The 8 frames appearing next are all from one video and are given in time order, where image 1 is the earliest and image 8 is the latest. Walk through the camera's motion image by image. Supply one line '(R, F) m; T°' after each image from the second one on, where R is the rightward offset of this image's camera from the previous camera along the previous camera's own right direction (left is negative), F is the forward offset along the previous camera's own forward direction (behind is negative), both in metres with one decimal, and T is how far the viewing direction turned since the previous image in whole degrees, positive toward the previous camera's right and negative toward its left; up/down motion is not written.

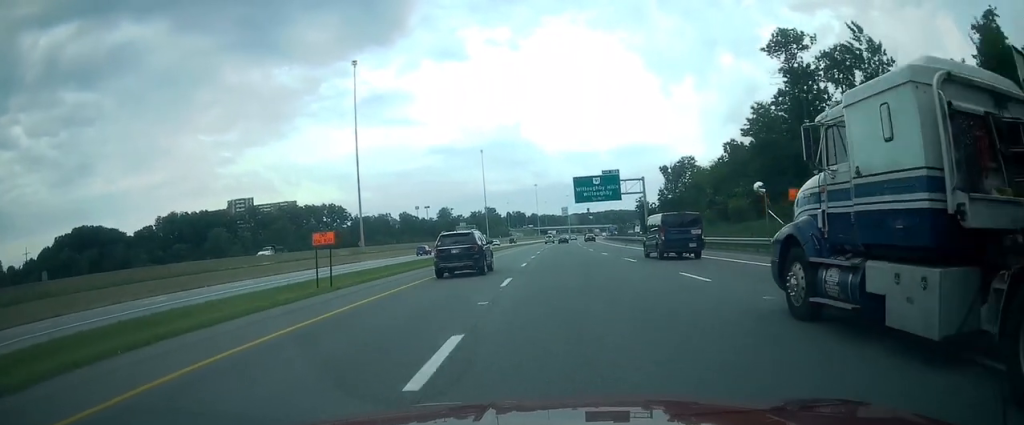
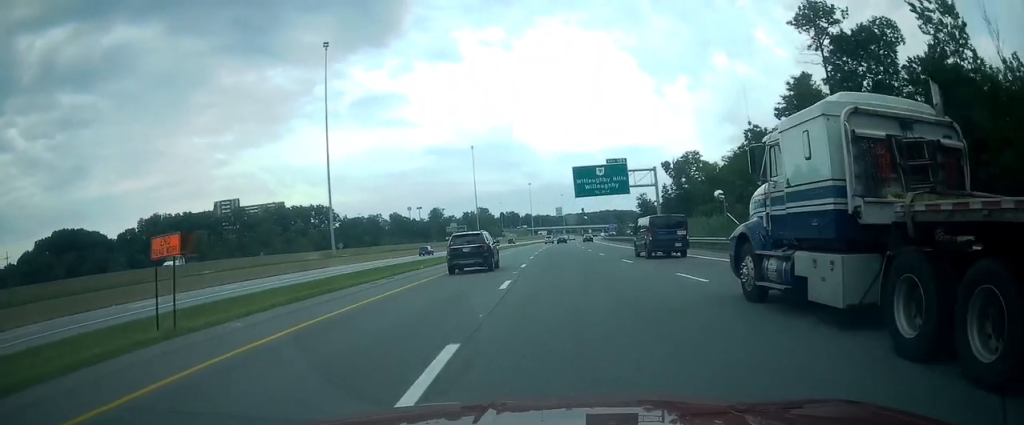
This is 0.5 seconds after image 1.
(+0.3, +13.9) m; +1°
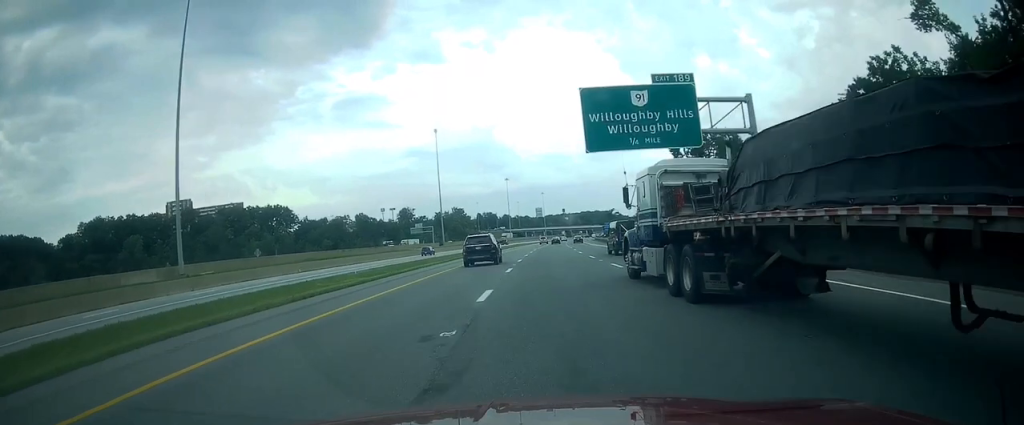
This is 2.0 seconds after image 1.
(+0.3, +40.4) m; +1°
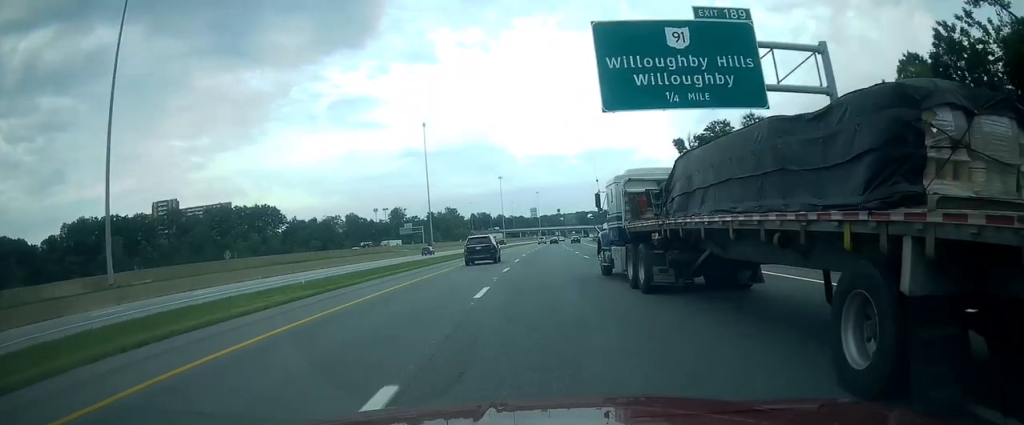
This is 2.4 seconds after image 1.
(0.0, +10.9) m; 0°
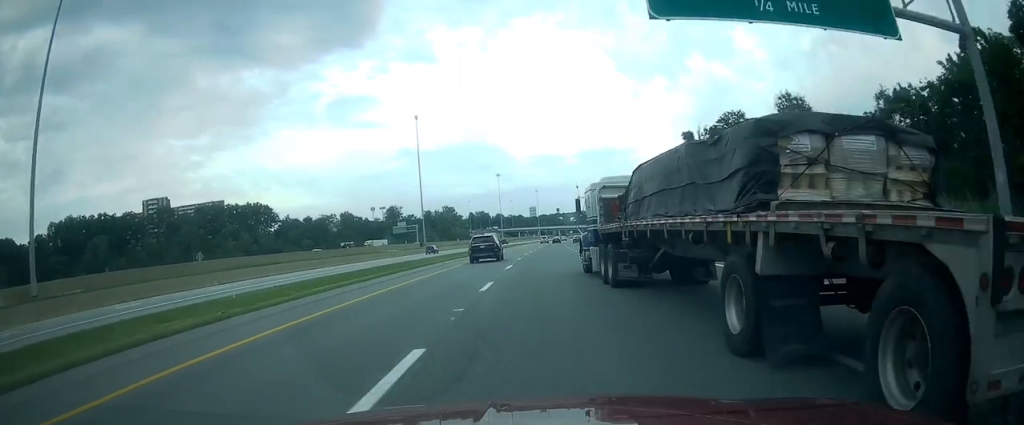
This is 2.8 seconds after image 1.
(0.0, +10.9) m; 0°
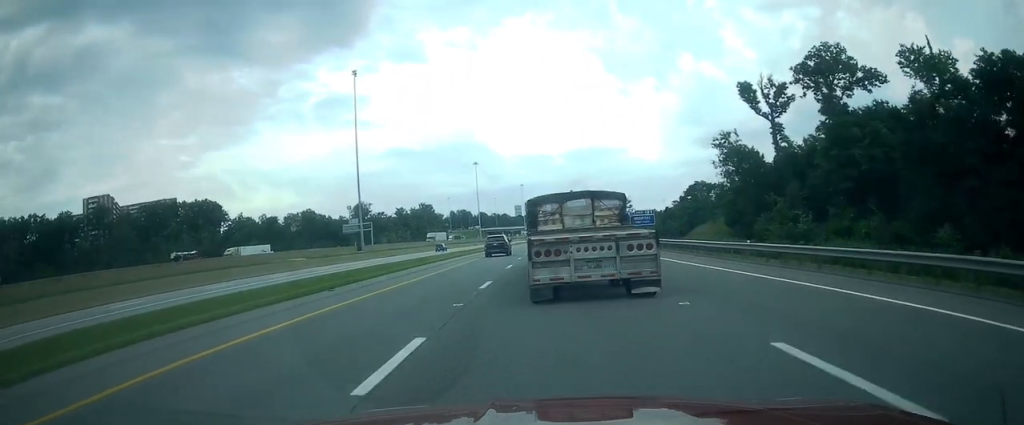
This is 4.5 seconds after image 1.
(+0.7, +47.7) m; +2°
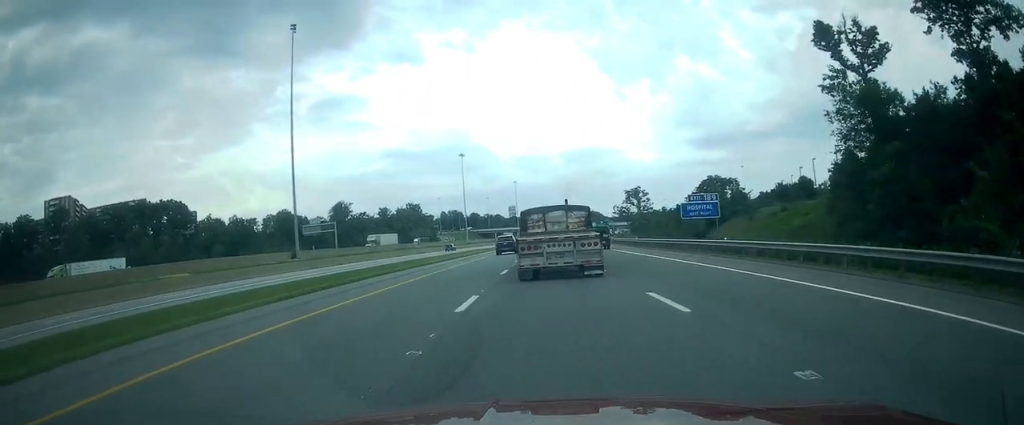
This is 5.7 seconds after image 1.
(+0.5, +30.4) m; +1°
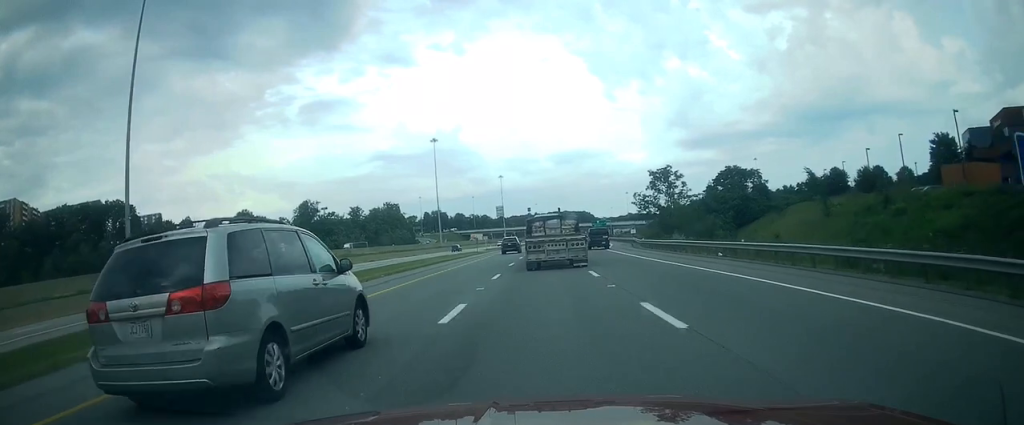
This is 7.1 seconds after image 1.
(-0.1, +38.0) m; 0°
